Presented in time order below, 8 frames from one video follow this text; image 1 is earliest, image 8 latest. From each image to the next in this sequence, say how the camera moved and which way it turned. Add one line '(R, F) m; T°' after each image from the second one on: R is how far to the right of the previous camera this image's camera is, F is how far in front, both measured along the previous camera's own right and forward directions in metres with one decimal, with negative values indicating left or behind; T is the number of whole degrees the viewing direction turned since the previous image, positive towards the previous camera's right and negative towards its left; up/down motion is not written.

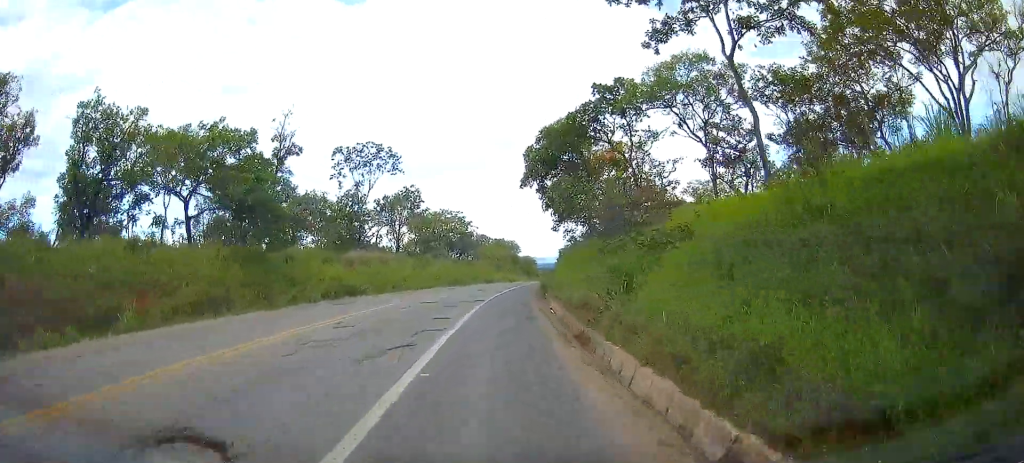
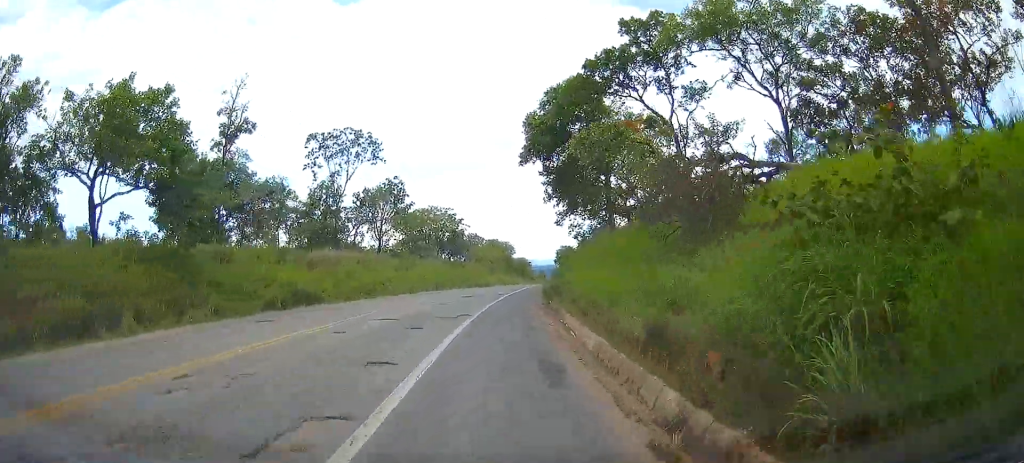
(0.0, +7.9) m; 0°
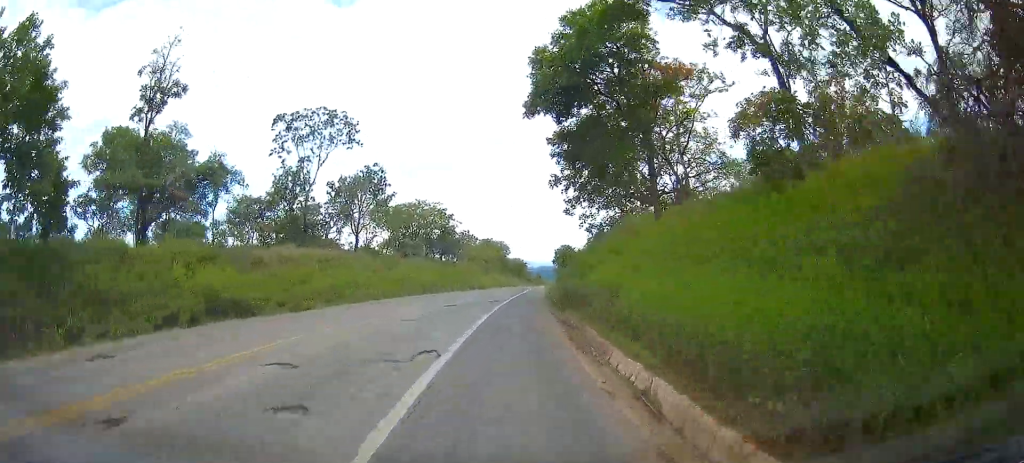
(-0.3, +8.5) m; 0°
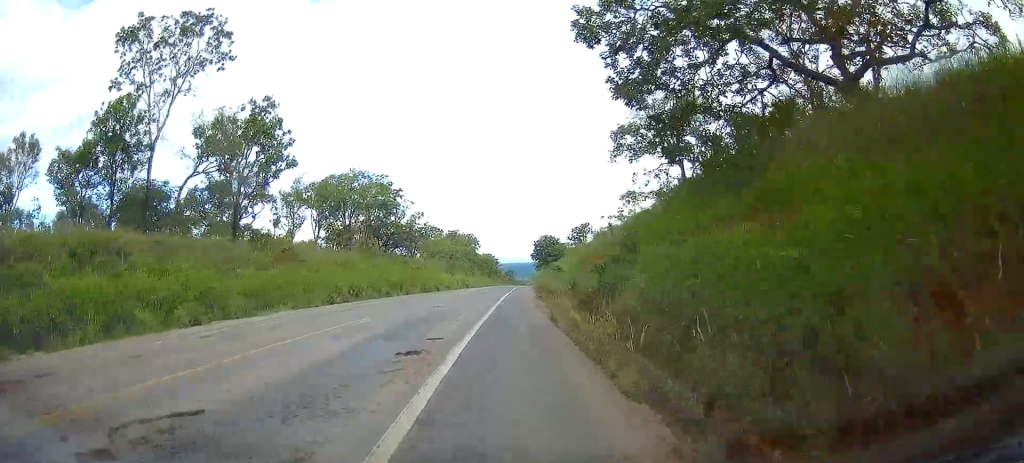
(+0.3, +21.5) m; 0°
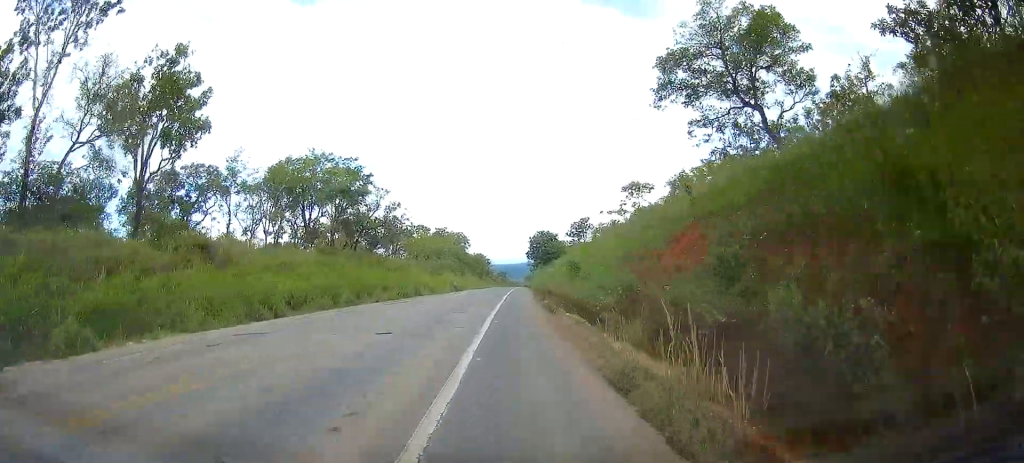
(-0.4, +9.8) m; +1°
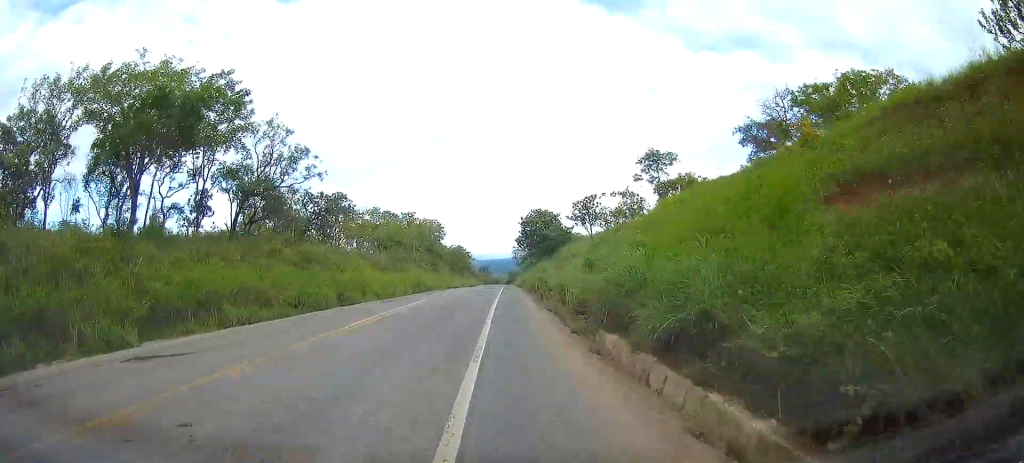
(+1.1, +23.0) m; +3°
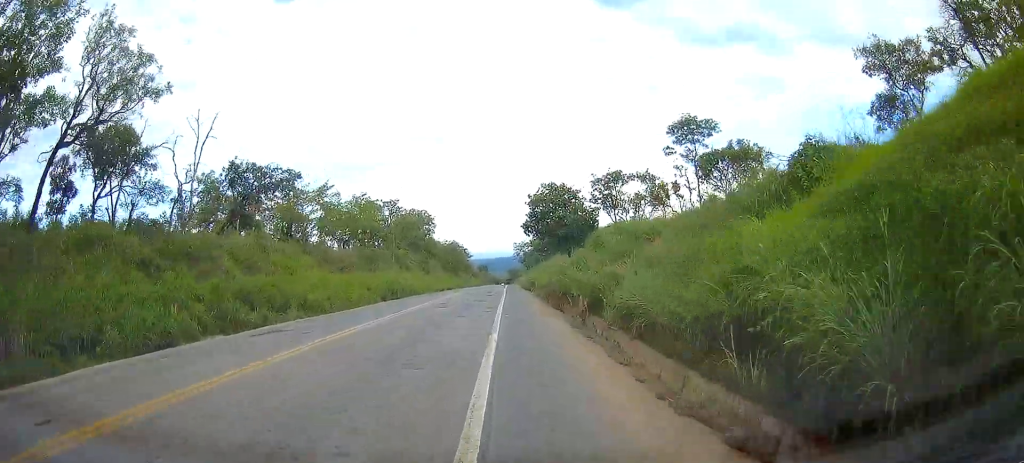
(0.0, +16.8) m; +1°
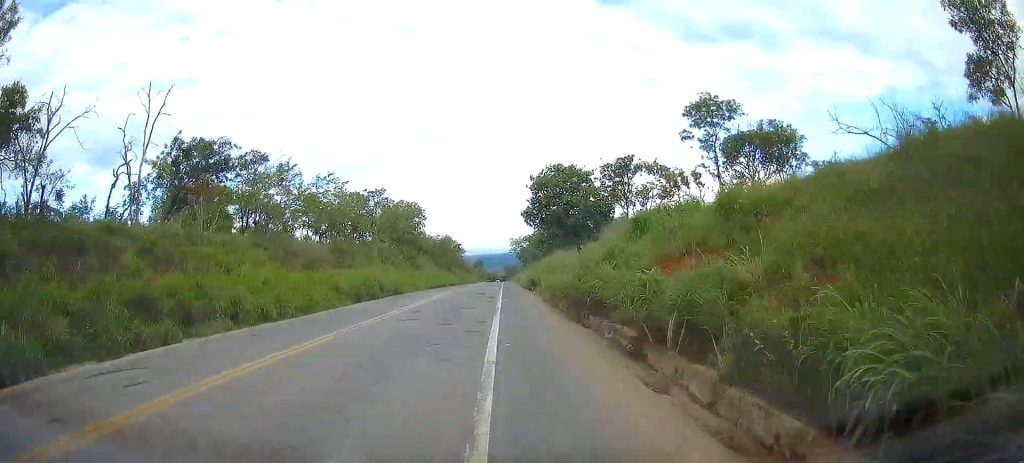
(-0.2, +8.2) m; +1°
